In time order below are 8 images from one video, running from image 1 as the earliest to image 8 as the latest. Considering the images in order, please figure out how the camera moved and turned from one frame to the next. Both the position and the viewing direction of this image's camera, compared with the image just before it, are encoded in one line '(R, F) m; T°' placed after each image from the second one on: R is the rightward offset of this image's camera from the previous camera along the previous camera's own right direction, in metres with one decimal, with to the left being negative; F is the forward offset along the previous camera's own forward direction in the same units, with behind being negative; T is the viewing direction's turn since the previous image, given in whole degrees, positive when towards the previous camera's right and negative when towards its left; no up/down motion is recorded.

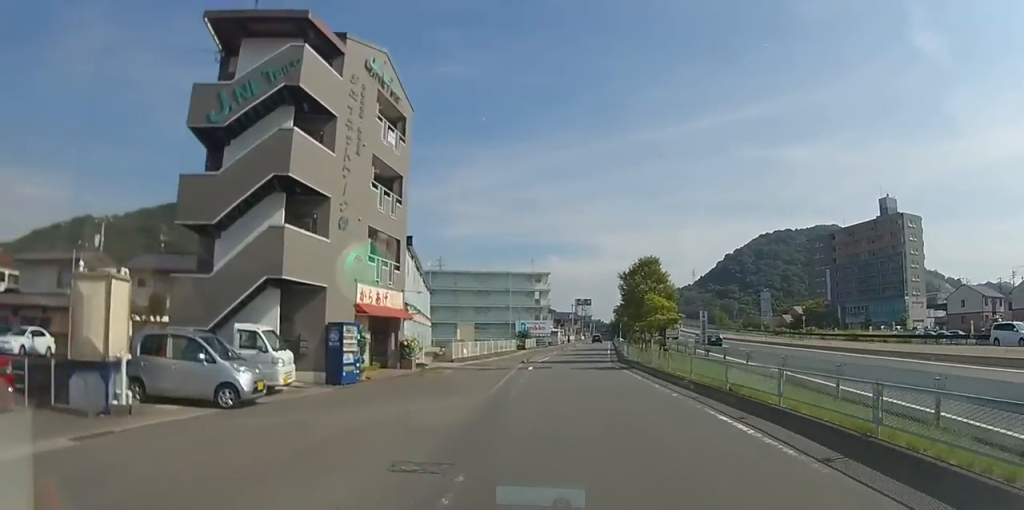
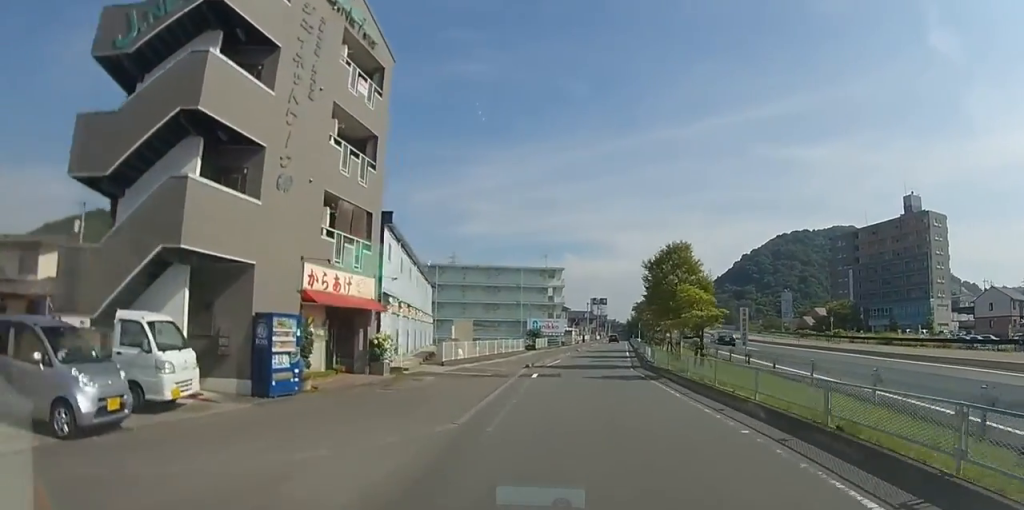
(-0.1, +4.5) m; -1°
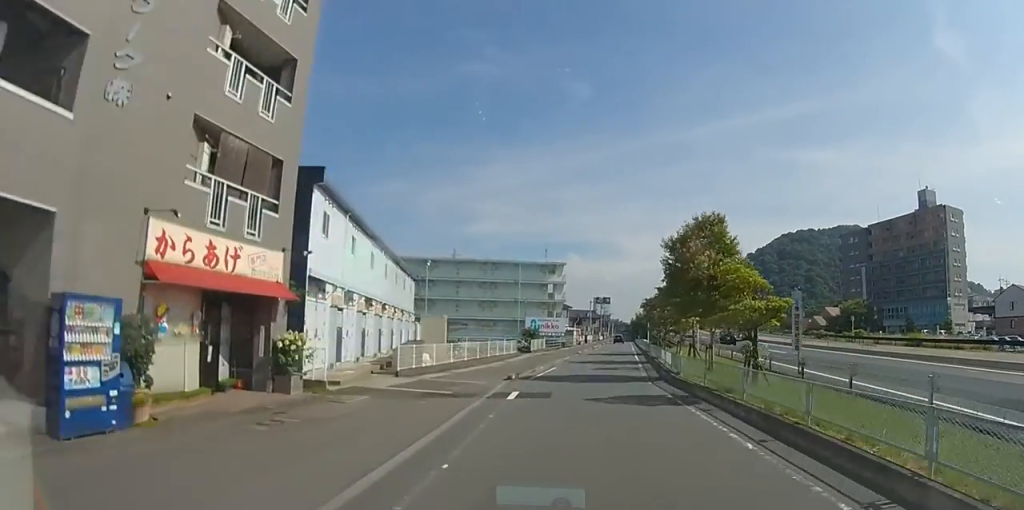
(-0.1, +5.8) m; -2°
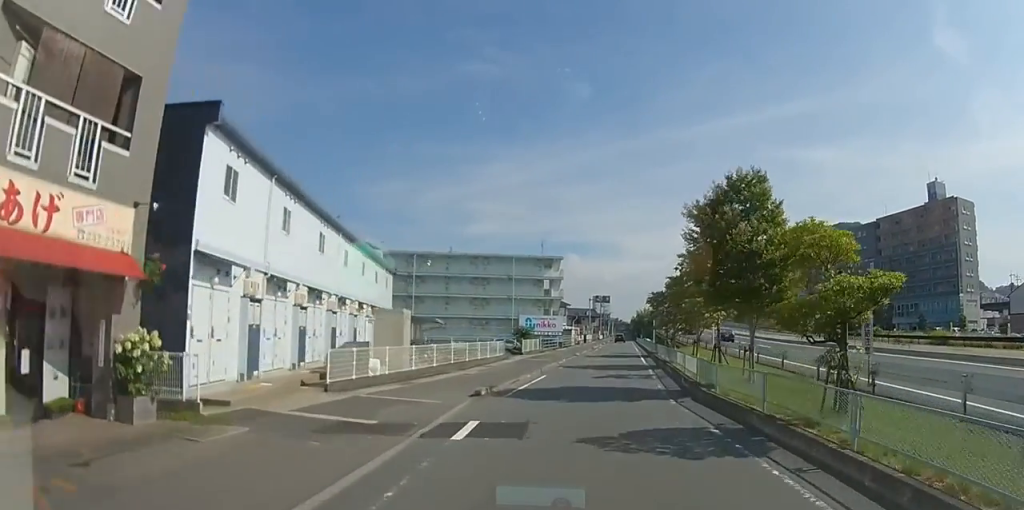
(0.0, +4.6) m; -1°
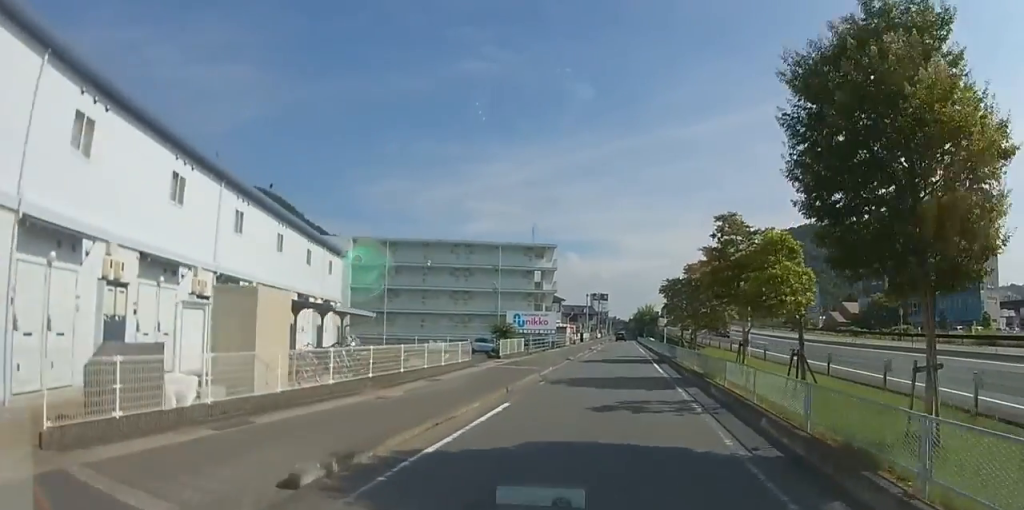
(-0.1, +7.9) m; 0°
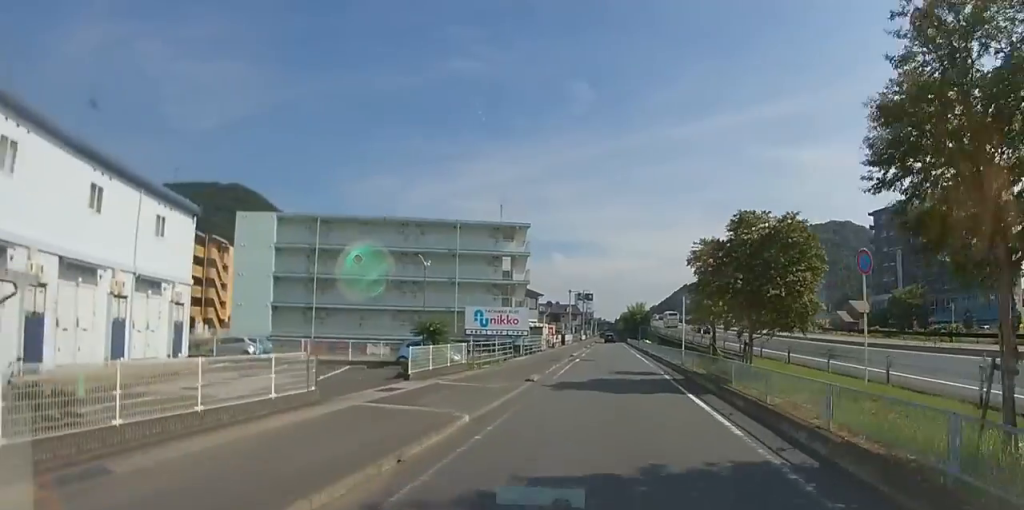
(0.0, +11.6) m; +1°
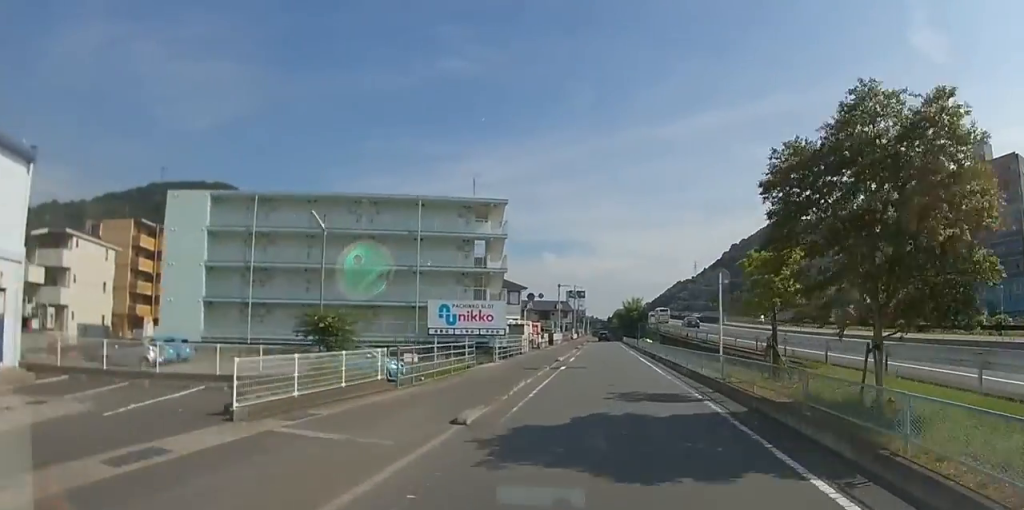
(0.0, +7.7) m; +1°
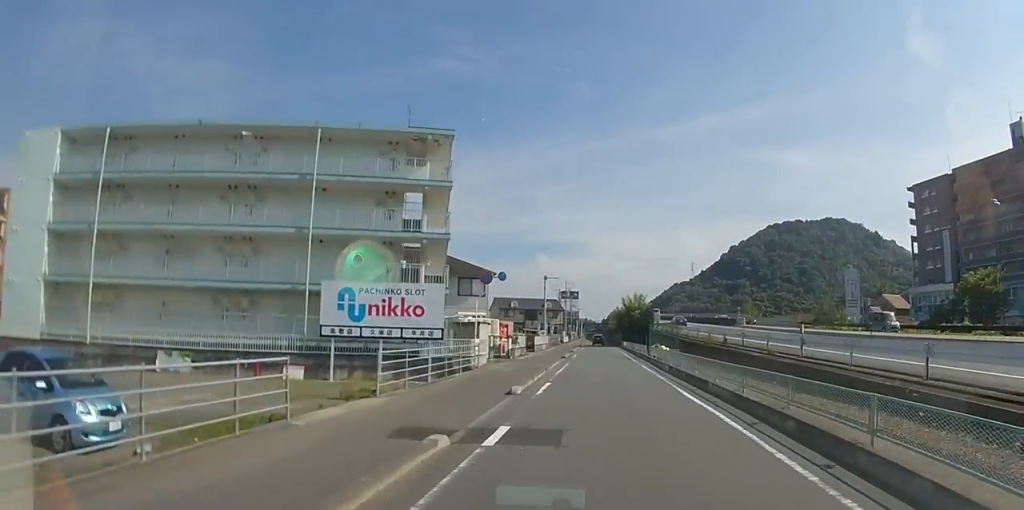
(+0.1, +13.5) m; +1°
